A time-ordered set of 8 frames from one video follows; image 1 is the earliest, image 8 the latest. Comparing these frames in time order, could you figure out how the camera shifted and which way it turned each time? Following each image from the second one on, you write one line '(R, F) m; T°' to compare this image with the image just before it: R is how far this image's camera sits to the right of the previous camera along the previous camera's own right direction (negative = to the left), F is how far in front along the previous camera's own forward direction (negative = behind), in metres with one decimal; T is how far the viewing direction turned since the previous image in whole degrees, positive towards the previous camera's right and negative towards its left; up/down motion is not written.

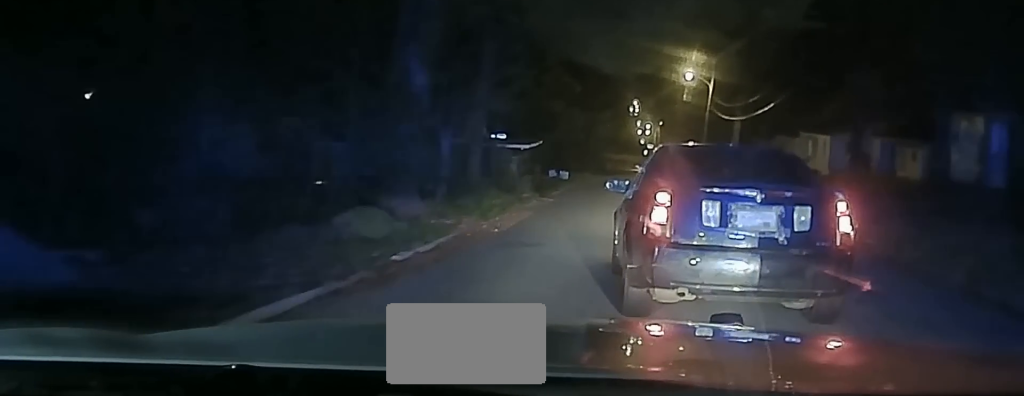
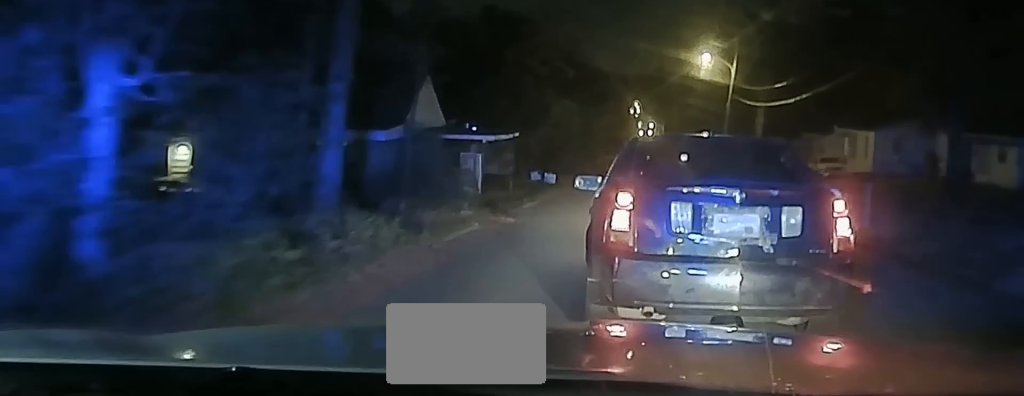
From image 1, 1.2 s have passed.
(+0.2, +13.2) m; +3°
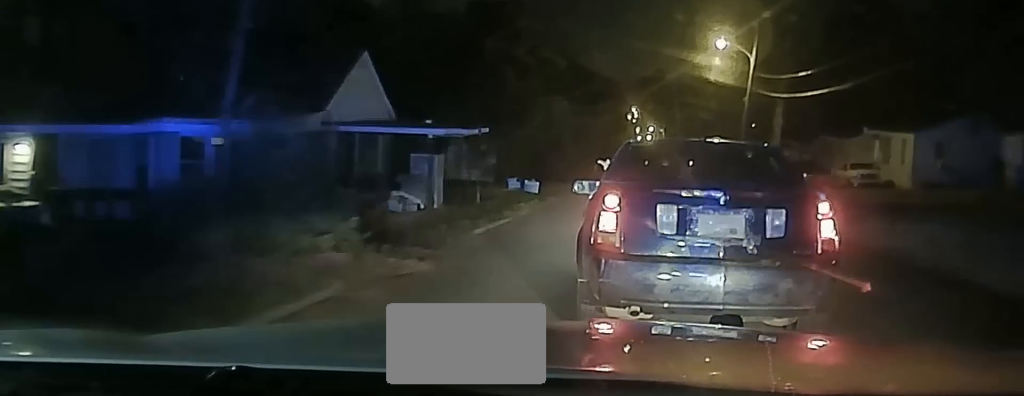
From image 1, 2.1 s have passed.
(+0.4, +9.8) m; +1°
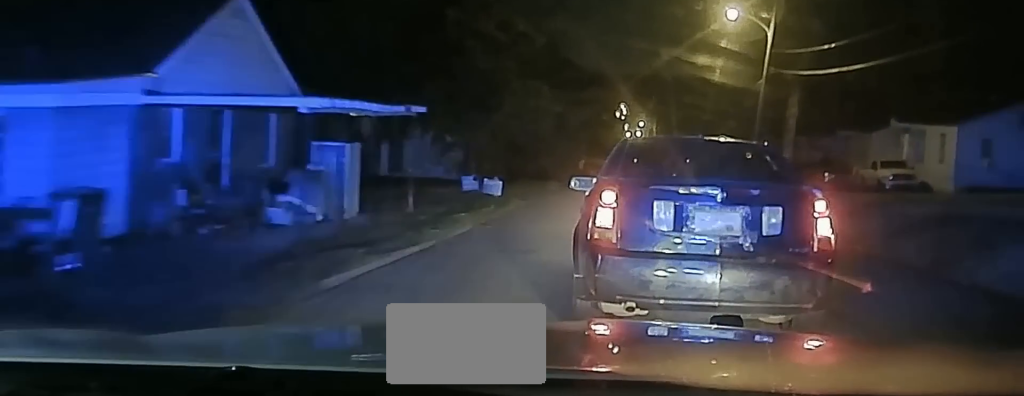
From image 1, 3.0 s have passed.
(-0.2, +9.5) m; -1°
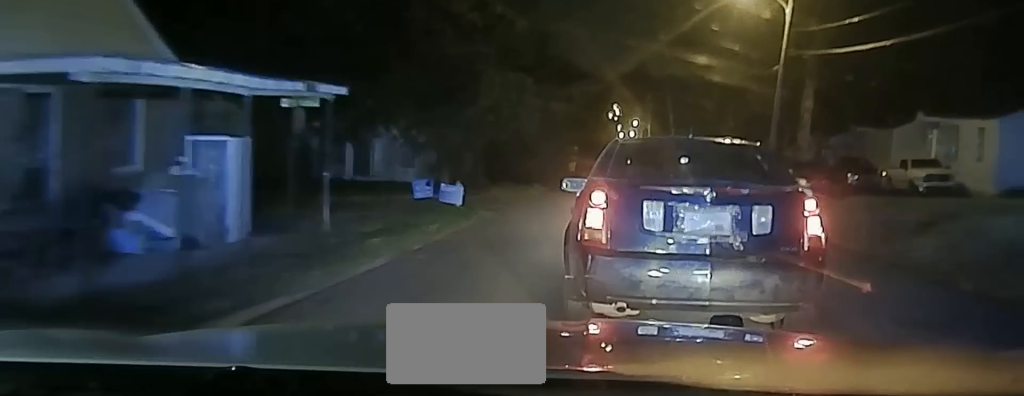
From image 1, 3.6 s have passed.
(-0.1, +5.8) m; -1°
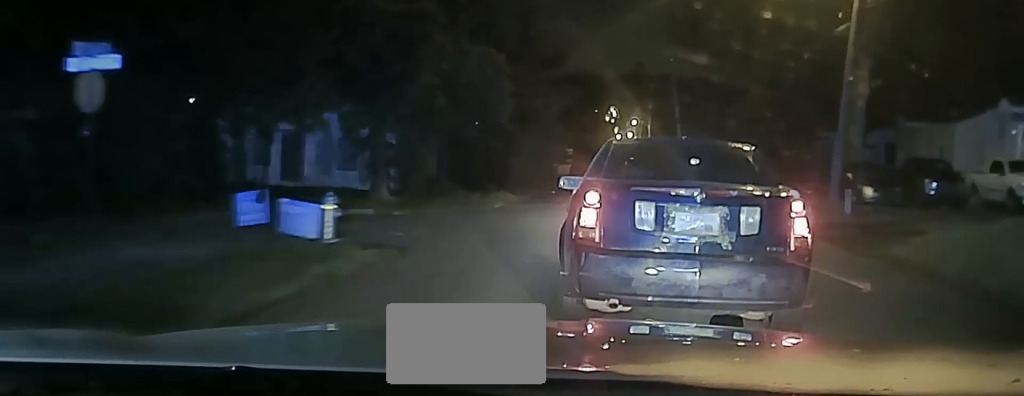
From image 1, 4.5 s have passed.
(-0.1, +8.9) m; 0°
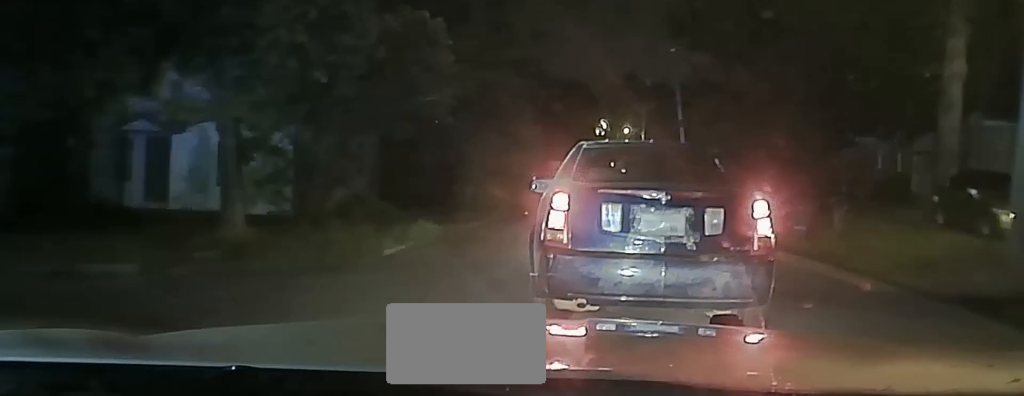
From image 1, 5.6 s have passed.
(+0.2, +11.8) m; +2°
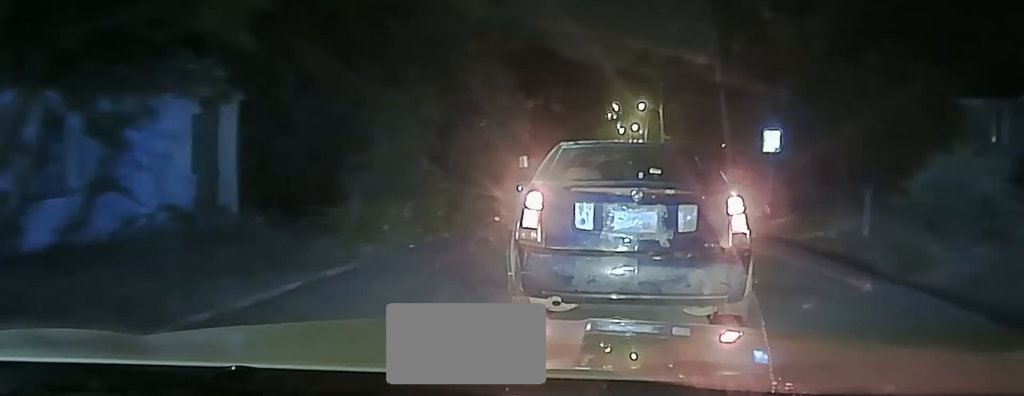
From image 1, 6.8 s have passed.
(+0.3, +14.5) m; +1°
